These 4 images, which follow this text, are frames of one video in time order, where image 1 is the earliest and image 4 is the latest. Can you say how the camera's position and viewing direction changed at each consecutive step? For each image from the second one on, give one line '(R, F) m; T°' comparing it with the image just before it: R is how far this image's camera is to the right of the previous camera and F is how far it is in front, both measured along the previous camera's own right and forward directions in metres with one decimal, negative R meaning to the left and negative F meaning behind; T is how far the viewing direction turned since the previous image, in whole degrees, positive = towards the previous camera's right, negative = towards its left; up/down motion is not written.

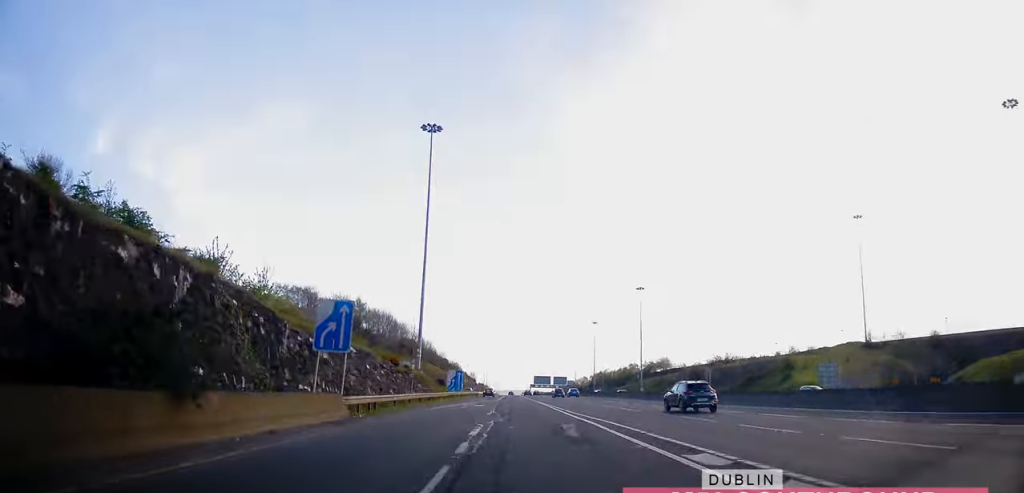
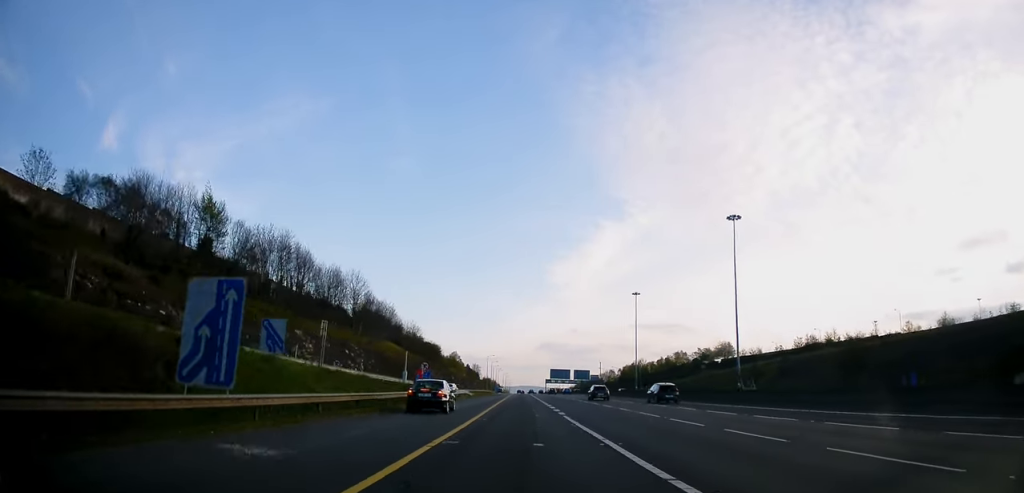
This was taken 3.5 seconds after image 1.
(+0.3, +69.6) m; 0°
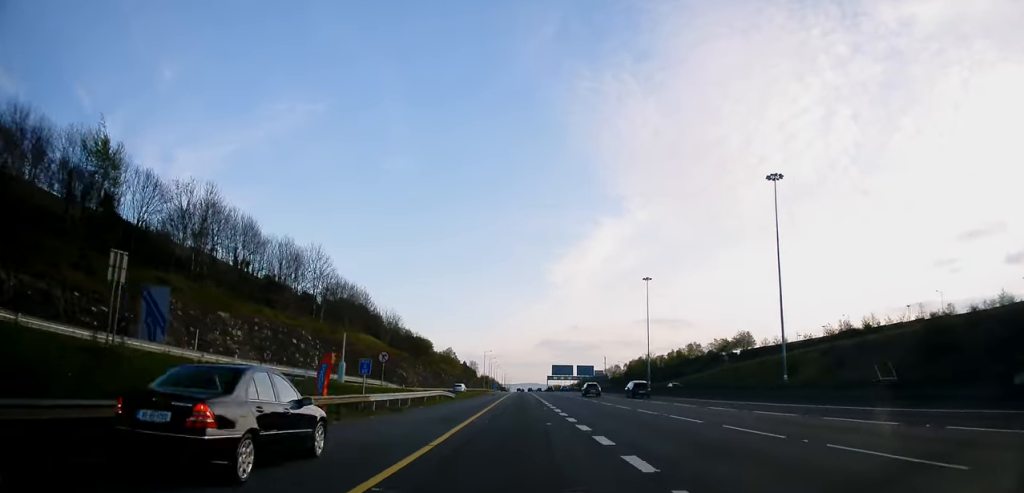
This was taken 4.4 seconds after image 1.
(-0.3, +18.2) m; -1°
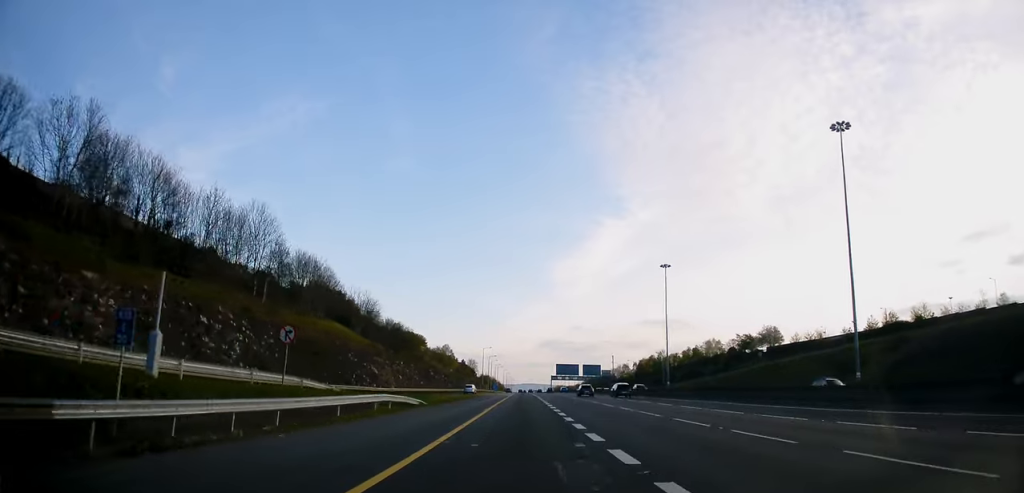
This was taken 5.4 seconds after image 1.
(0.0, +19.6) m; +1°
